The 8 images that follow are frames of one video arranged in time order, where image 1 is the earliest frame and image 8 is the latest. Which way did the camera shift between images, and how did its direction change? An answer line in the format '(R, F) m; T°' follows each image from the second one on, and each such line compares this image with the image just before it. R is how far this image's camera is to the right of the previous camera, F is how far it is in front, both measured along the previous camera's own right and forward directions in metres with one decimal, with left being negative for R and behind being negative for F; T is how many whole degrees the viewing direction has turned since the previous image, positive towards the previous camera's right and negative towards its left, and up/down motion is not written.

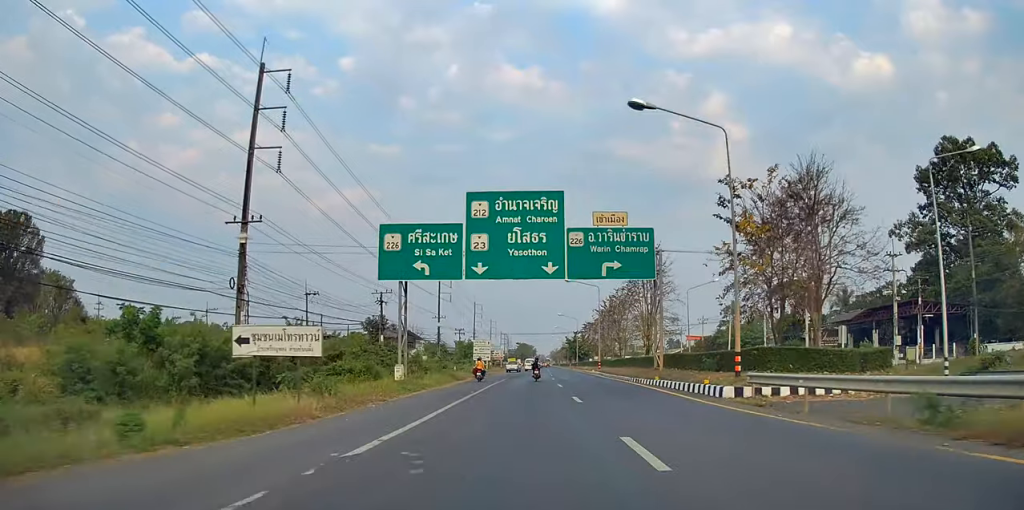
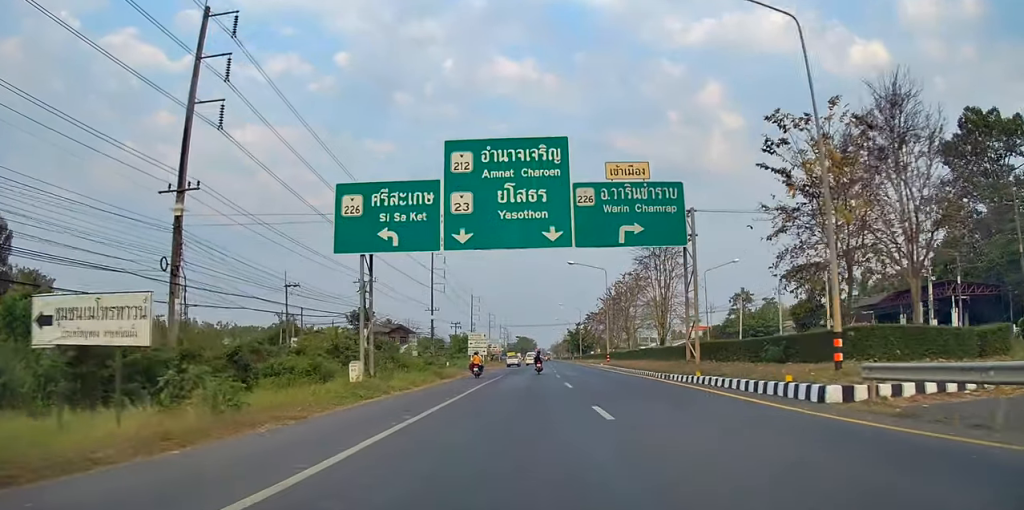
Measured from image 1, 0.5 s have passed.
(0.0, +7.6) m; 0°
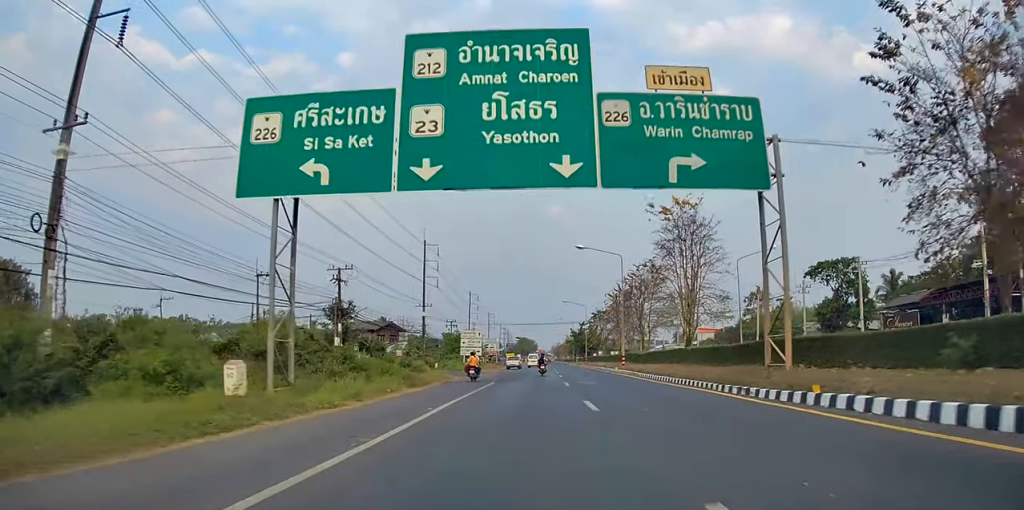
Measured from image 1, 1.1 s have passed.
(+0.2, +9.4) m; +1°
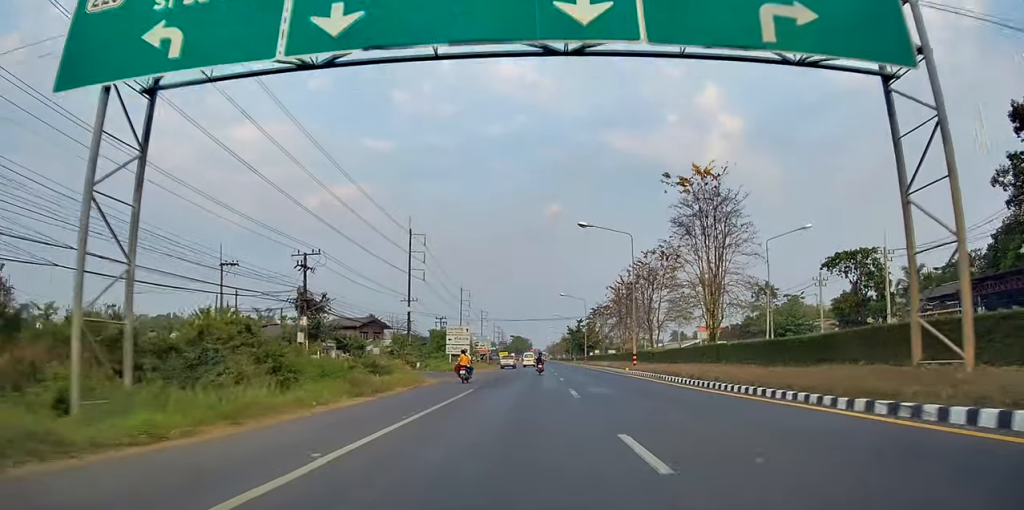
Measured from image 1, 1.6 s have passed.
(0.0, +7.6) m; 0°
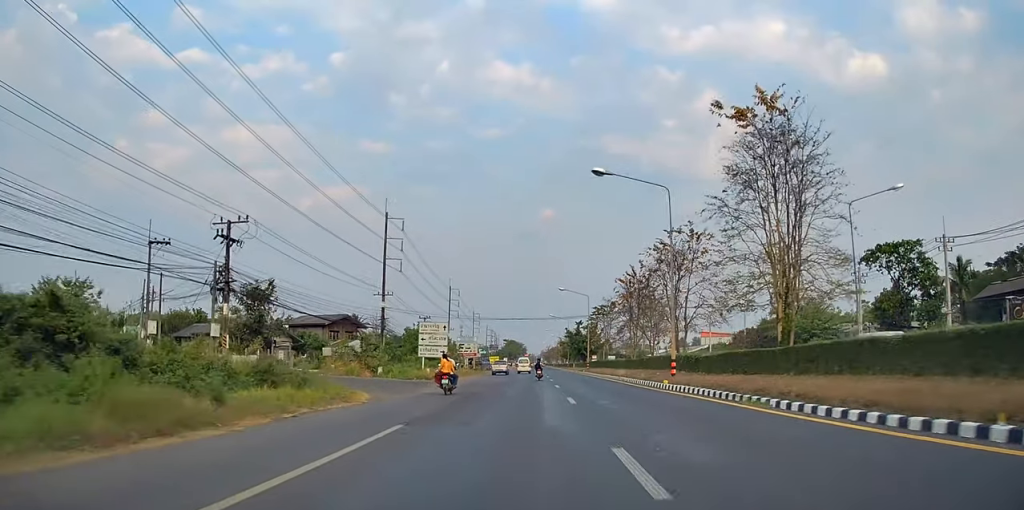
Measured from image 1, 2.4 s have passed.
(0.0, +13.3) m; 0°
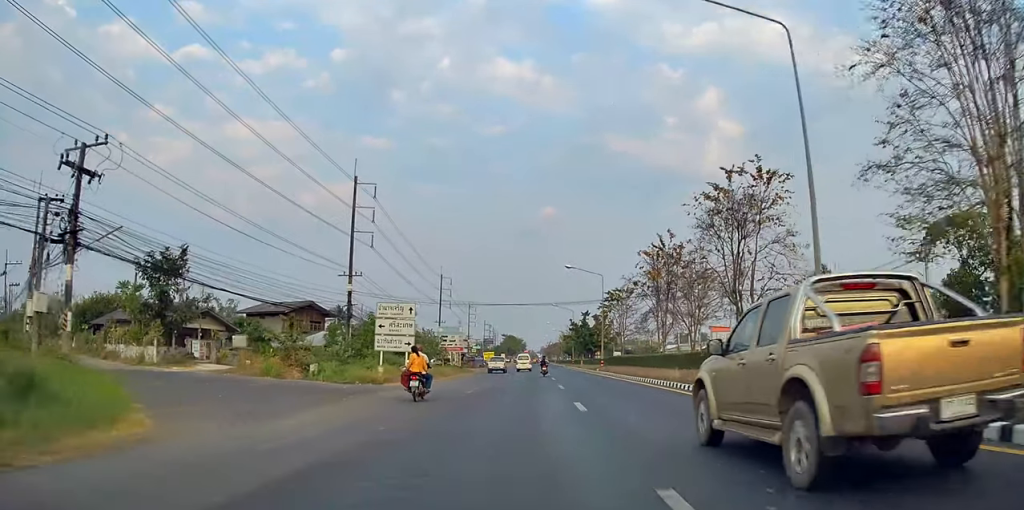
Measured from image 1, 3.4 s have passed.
(0.0, +15.1) m; 0°
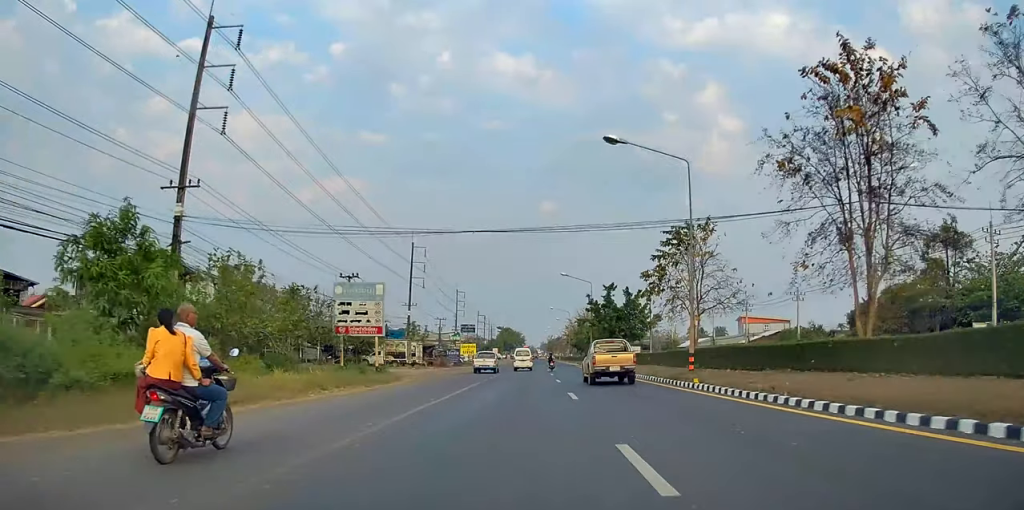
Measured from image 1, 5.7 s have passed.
(-0.4, +34.2) m; -1°
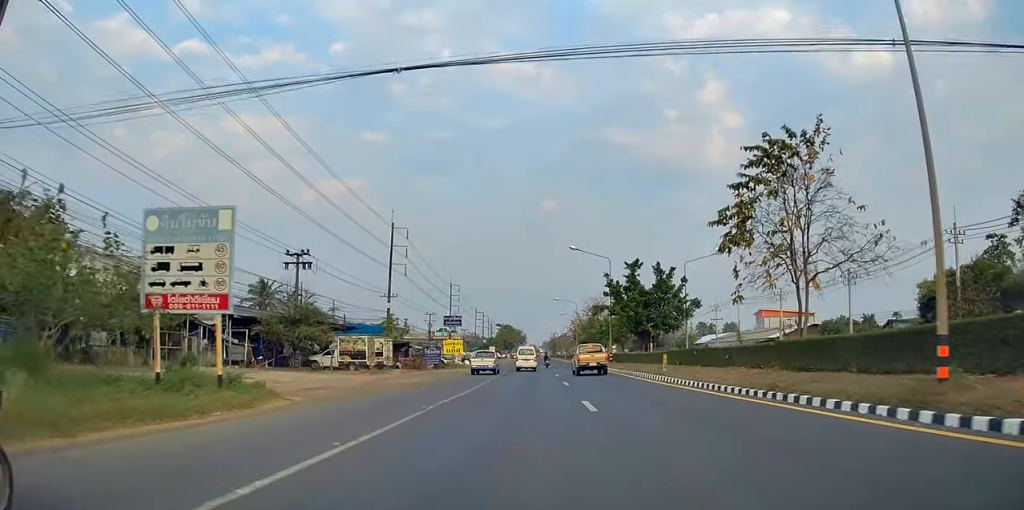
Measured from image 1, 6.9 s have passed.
(+0.3, +17.1) m; +1°
